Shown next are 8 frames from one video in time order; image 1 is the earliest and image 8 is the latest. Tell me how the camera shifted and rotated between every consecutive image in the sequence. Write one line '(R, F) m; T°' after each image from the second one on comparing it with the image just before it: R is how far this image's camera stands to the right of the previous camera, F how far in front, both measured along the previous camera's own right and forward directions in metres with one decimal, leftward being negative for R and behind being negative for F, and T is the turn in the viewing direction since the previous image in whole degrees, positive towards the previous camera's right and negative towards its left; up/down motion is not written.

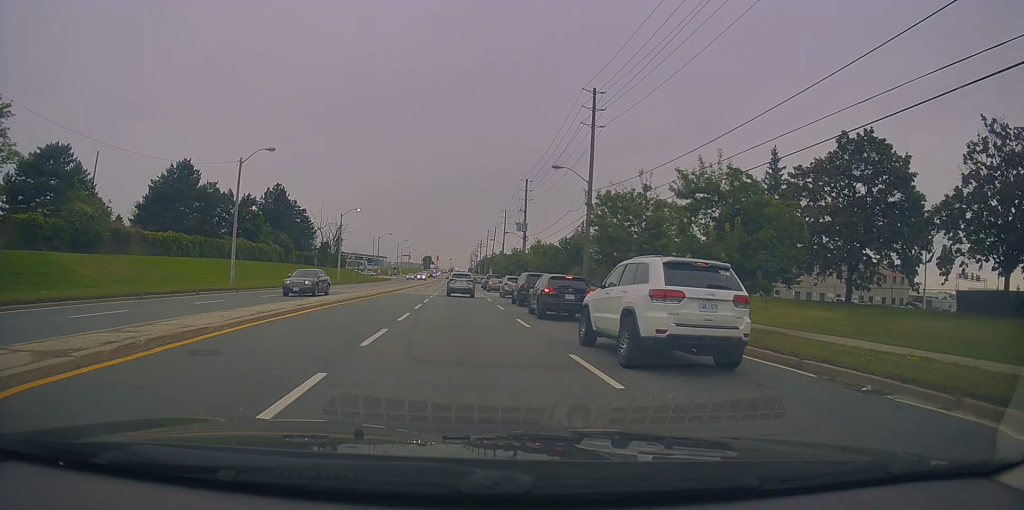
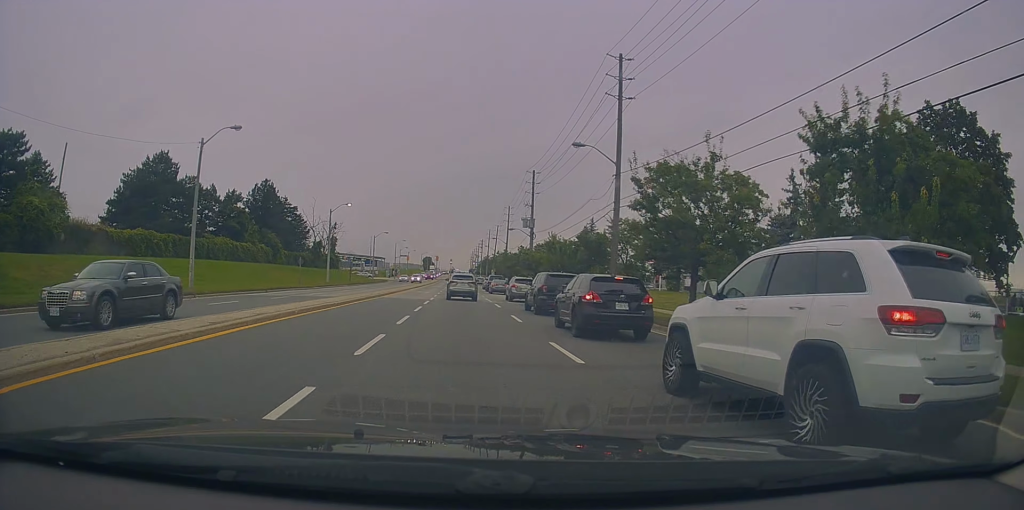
(-0.1, +6.8) m; 0°
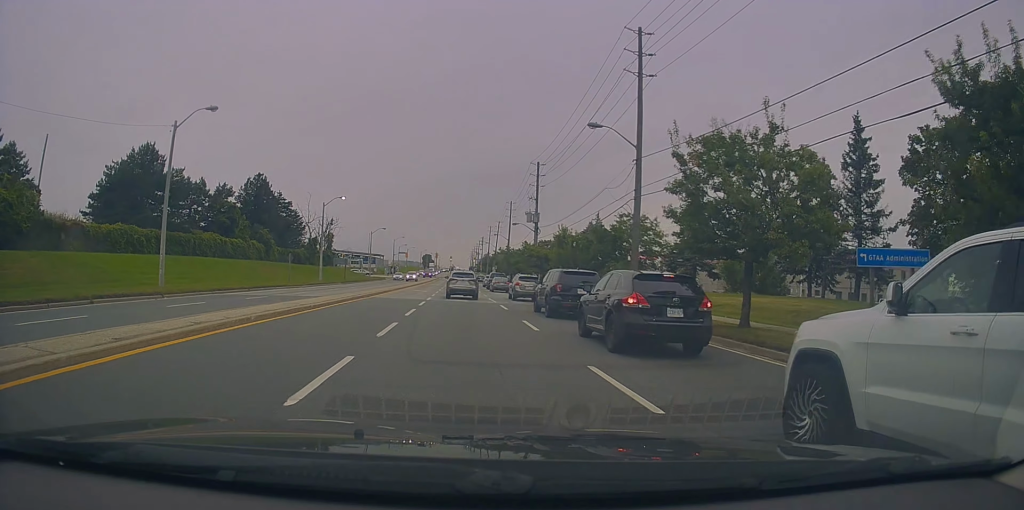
(0.0, +3.8) m; +1°
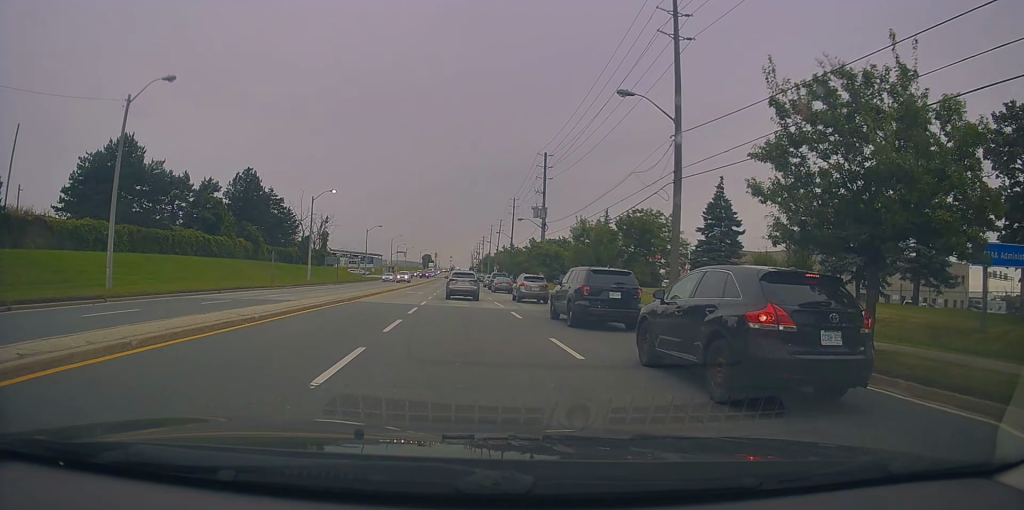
(+0.1, +5.3) m; 0°
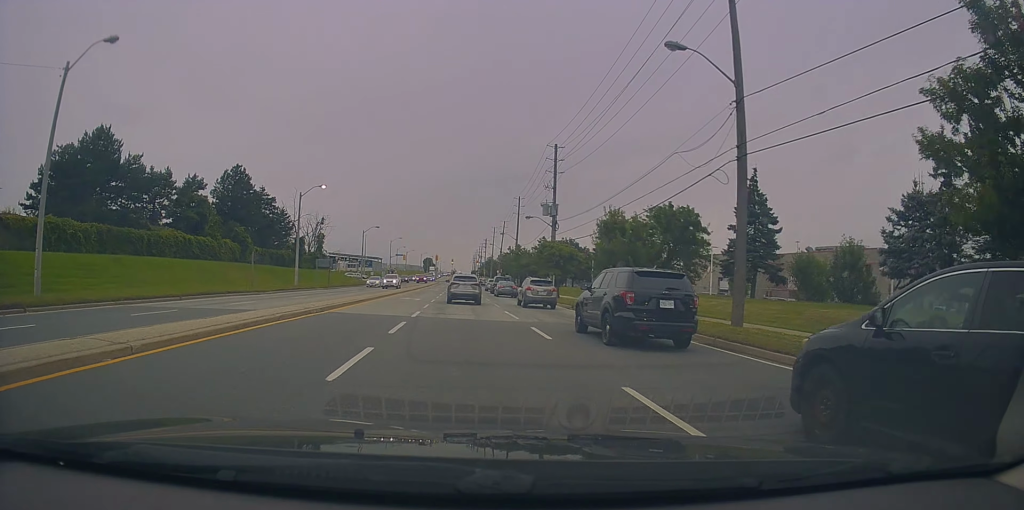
(+0.1, +5.5) m; 0°
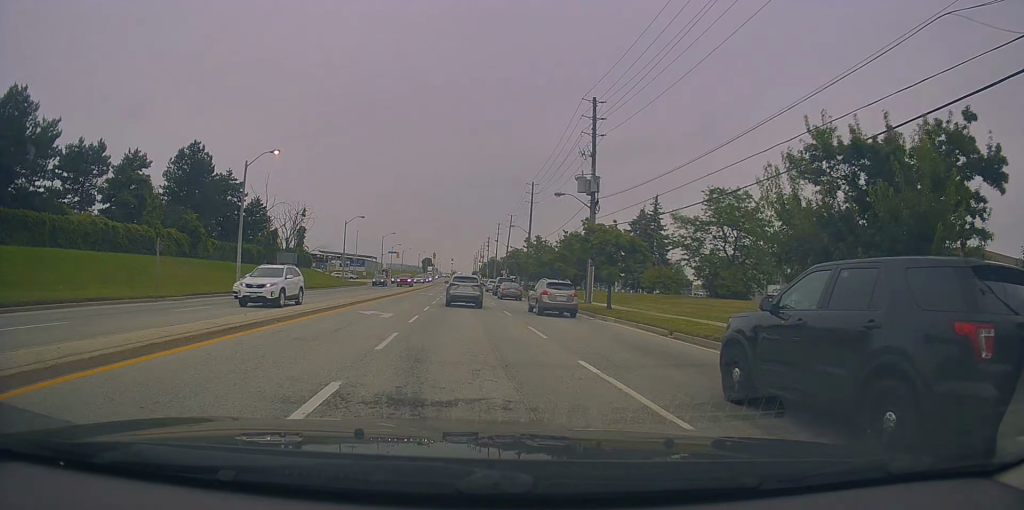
(-0.4, +14.8) m; -2°
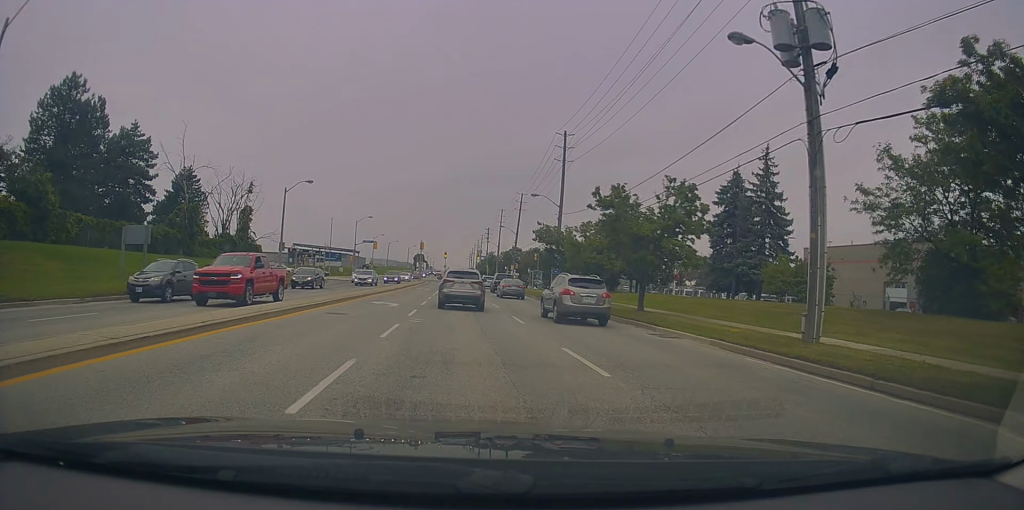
(+0.4, +24.5) m; +1°
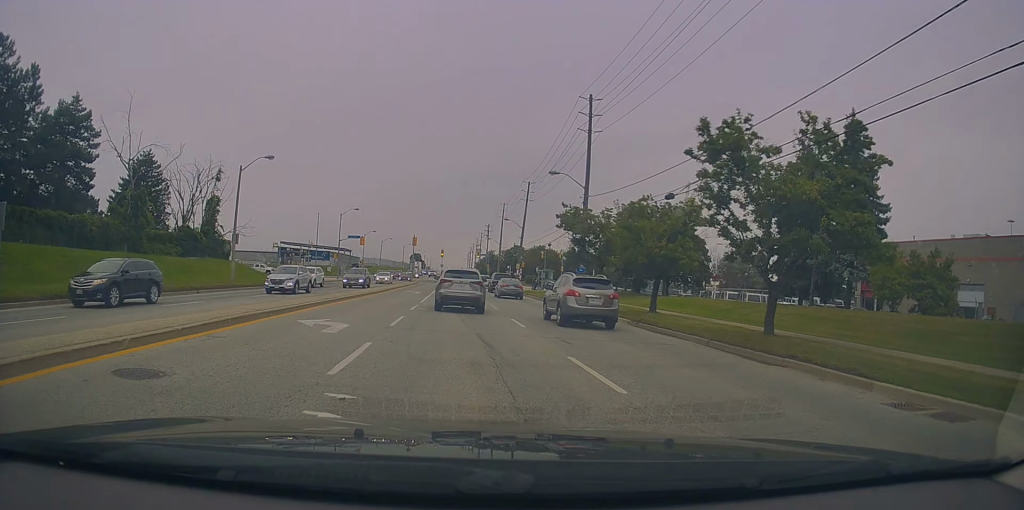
(-0.2, +10.4) m; -1°
